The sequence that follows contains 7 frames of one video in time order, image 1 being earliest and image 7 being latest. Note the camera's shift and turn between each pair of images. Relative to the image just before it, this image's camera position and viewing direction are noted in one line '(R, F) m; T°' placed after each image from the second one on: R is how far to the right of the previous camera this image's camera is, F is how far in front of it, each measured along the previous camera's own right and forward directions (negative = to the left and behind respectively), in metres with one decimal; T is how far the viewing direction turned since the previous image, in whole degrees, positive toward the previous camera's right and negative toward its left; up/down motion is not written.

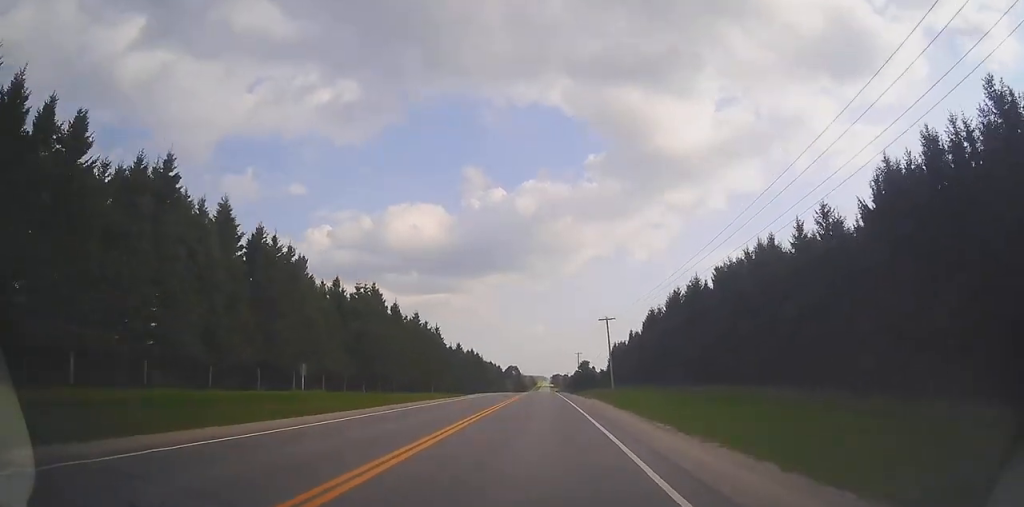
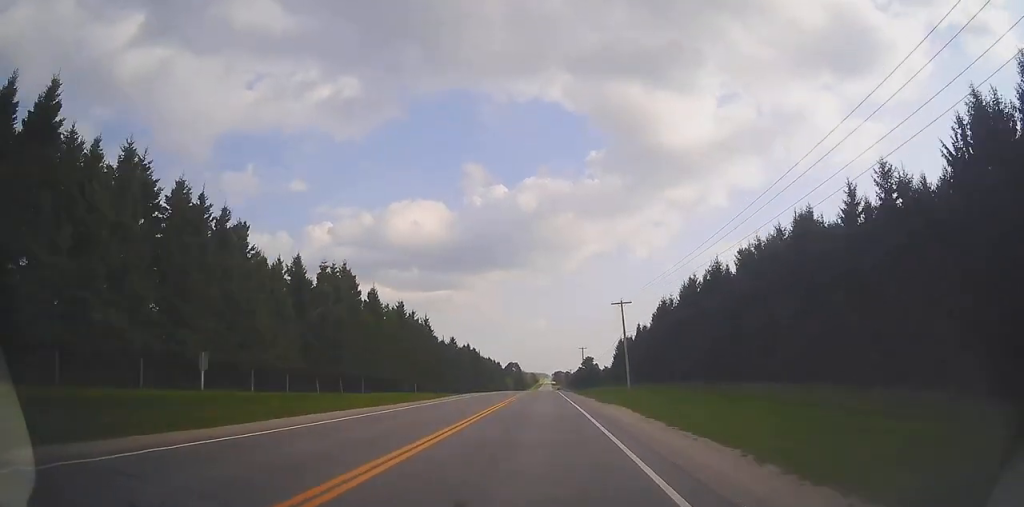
(+0.1, +11.0) m; 0°
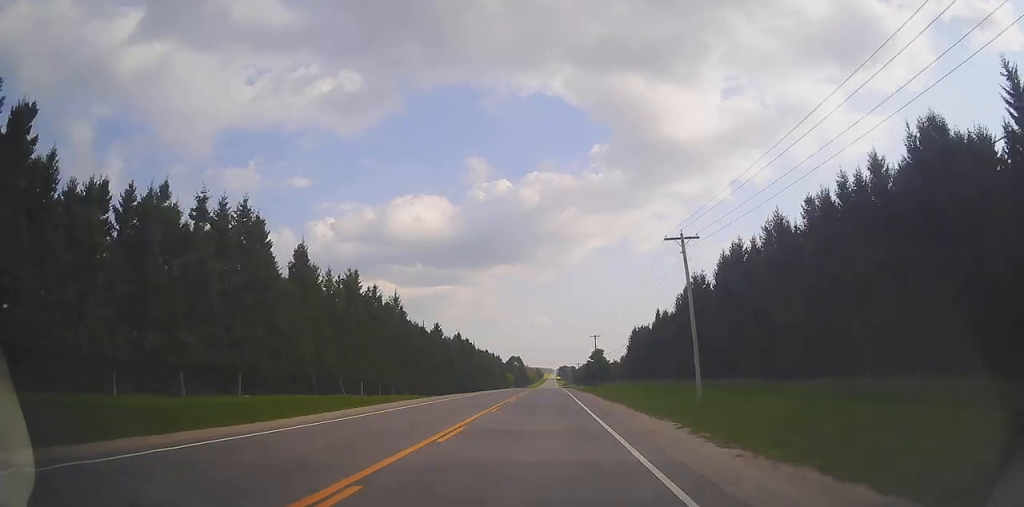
(-0.1, +23.1) m; 0°
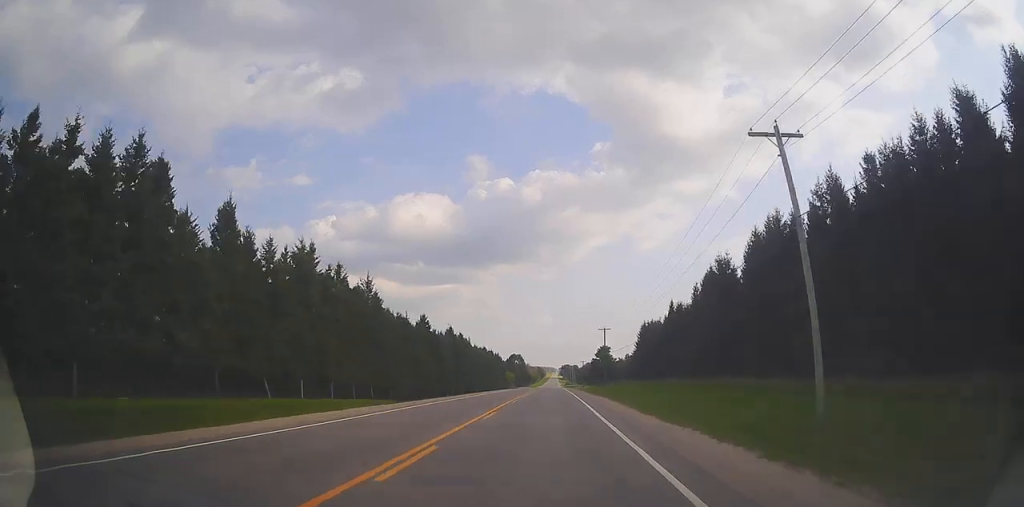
(-0.1, +12.9) m; 0°
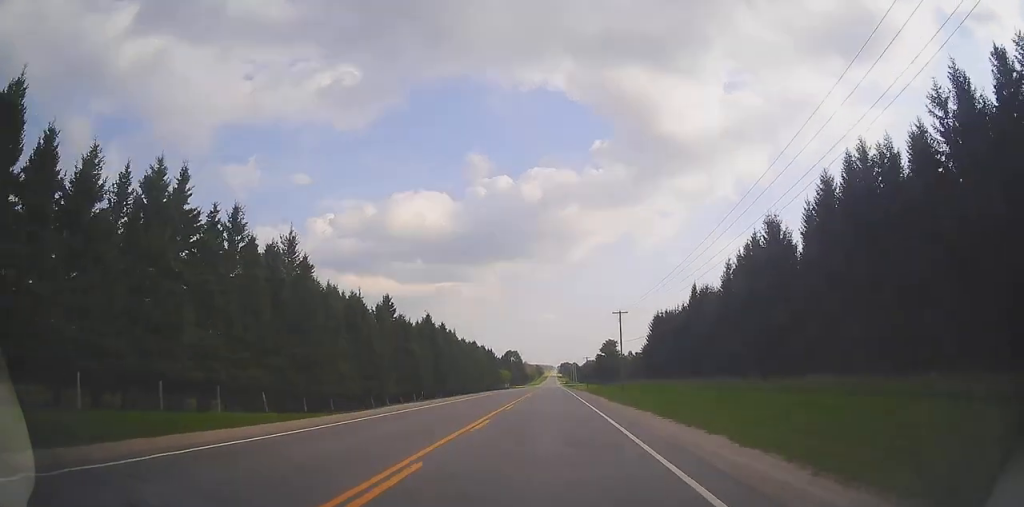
(0.0, +20.7) m; 0°
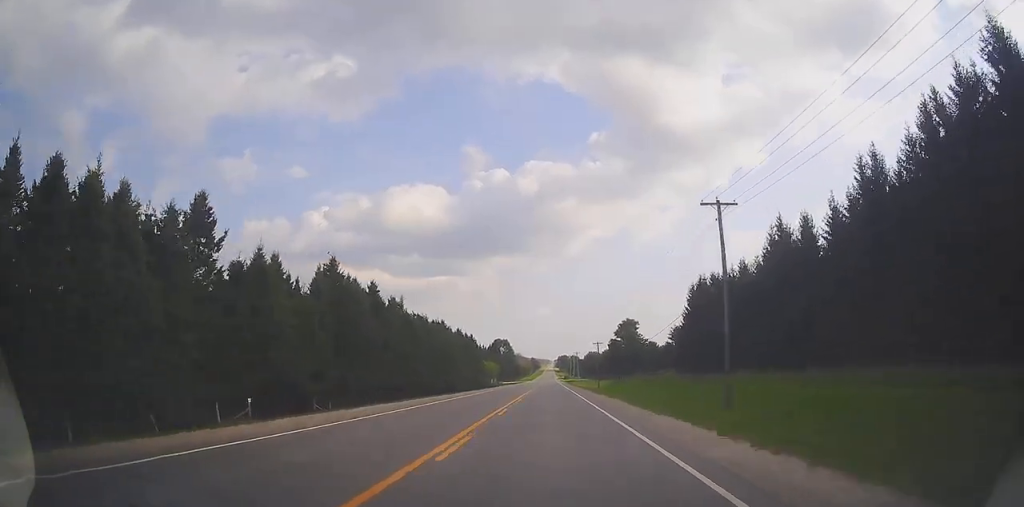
(+0.3, +41.0) m; +1°
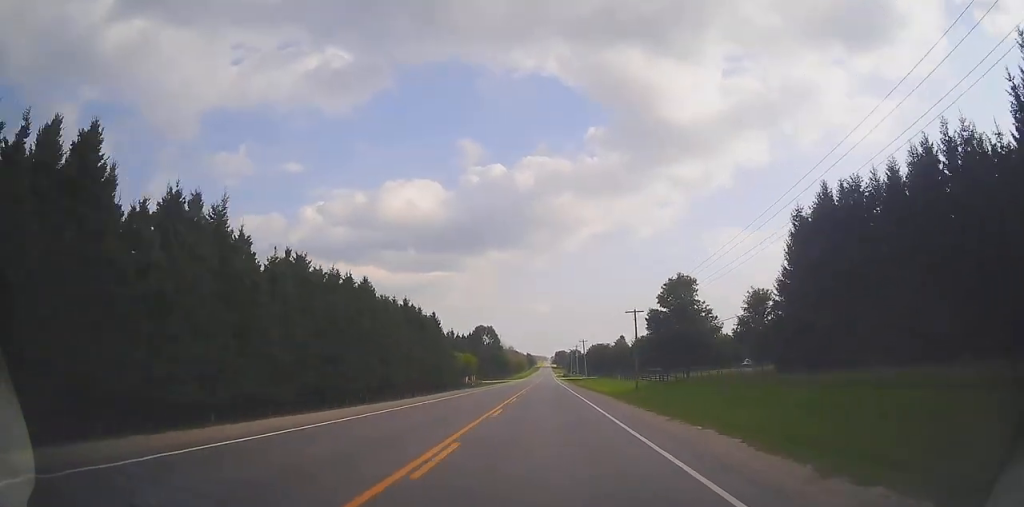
(0.0, +47.3) m; -1°
